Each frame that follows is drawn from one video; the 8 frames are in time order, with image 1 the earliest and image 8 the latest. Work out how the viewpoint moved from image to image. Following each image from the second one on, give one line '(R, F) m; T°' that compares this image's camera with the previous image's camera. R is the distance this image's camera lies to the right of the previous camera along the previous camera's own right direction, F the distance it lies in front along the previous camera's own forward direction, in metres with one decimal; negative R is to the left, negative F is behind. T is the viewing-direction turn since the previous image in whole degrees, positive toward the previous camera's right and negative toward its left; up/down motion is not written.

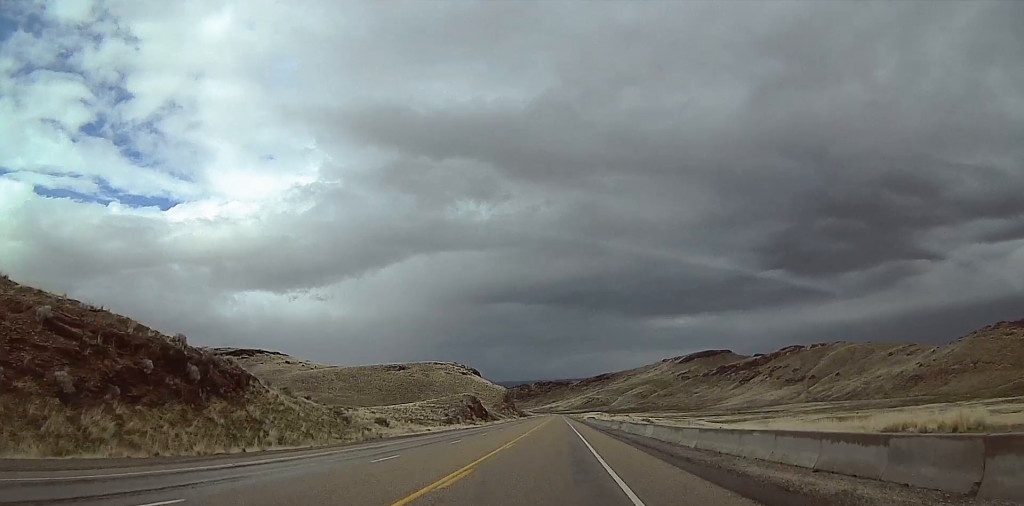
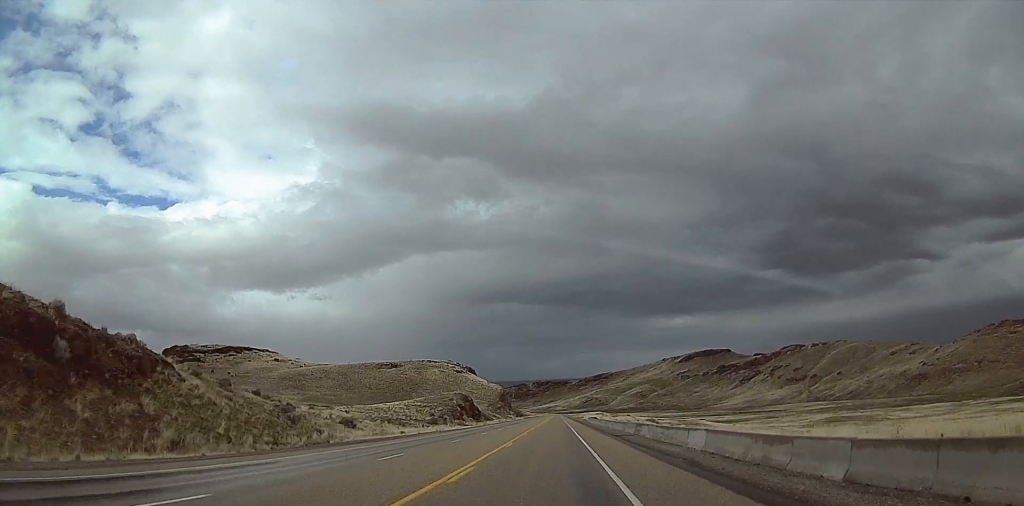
(0.0, +14.3) m; 0°
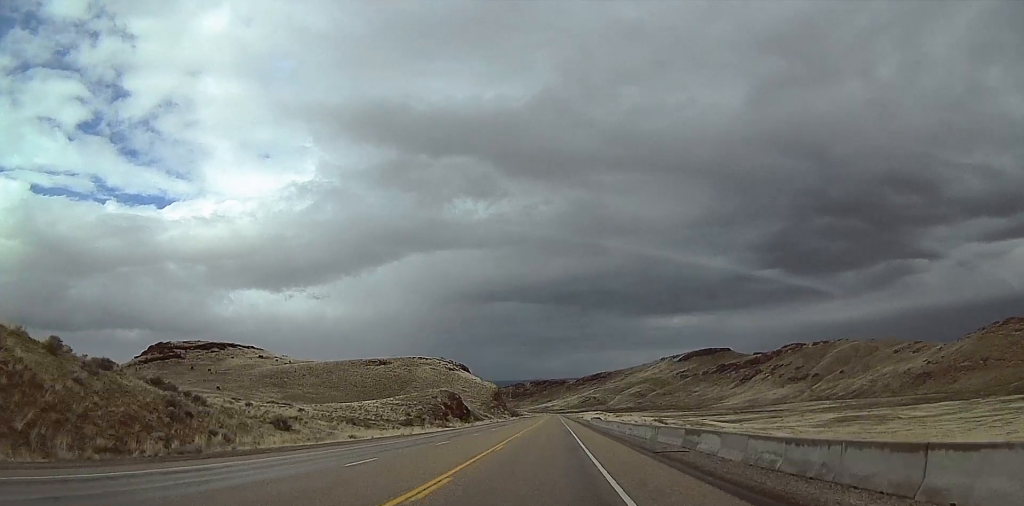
(0.0, +18.7) m; 0°
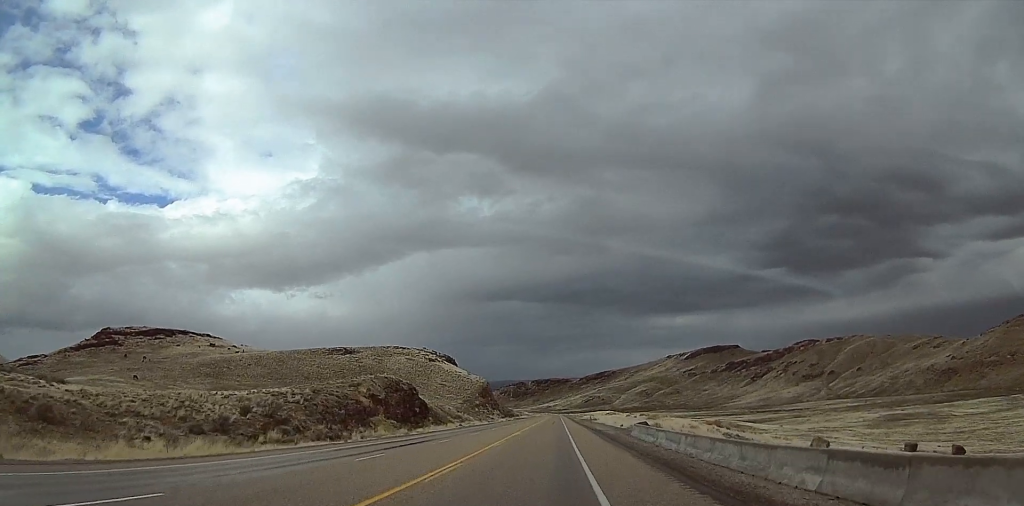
(-2.2, +58.4) m; -2°
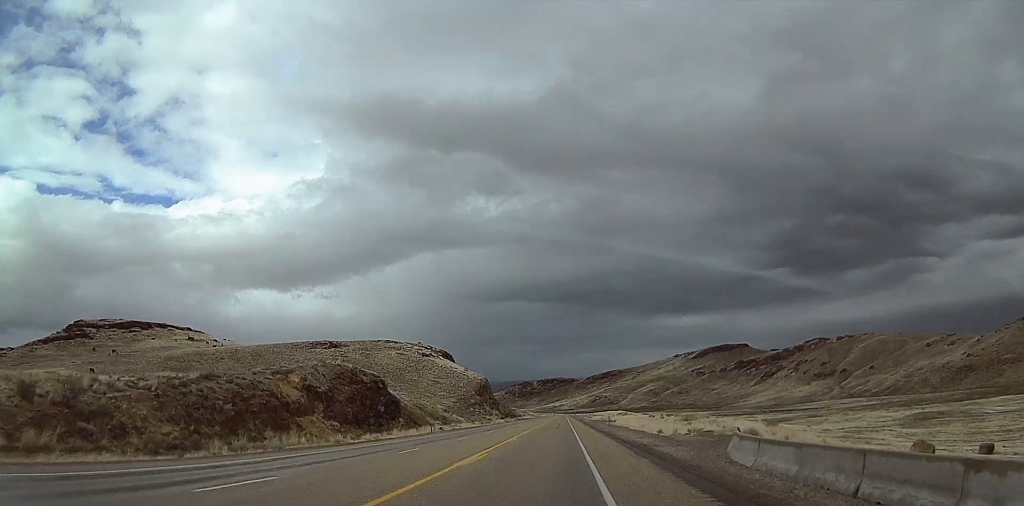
(+0.9, +25.6) m; +2°
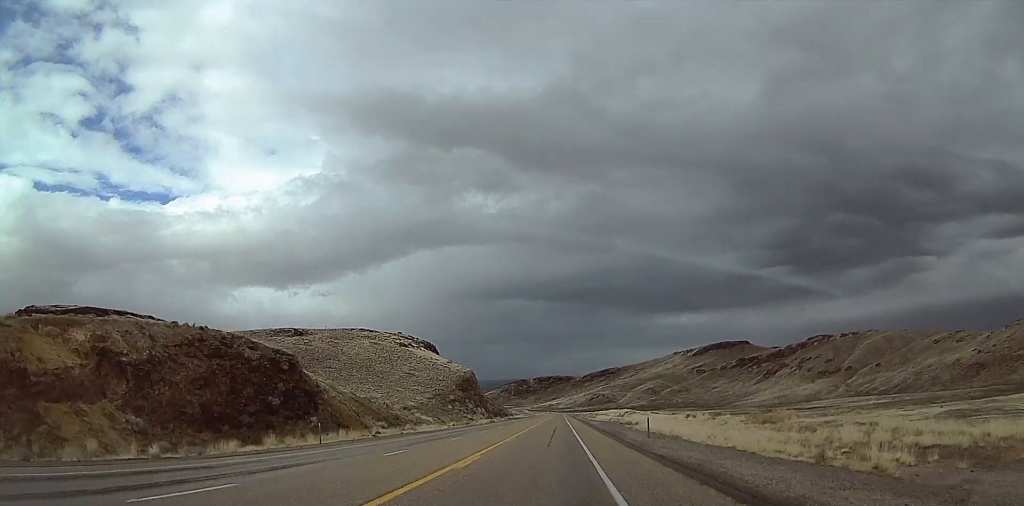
(0.0, +32.3) m; 0°
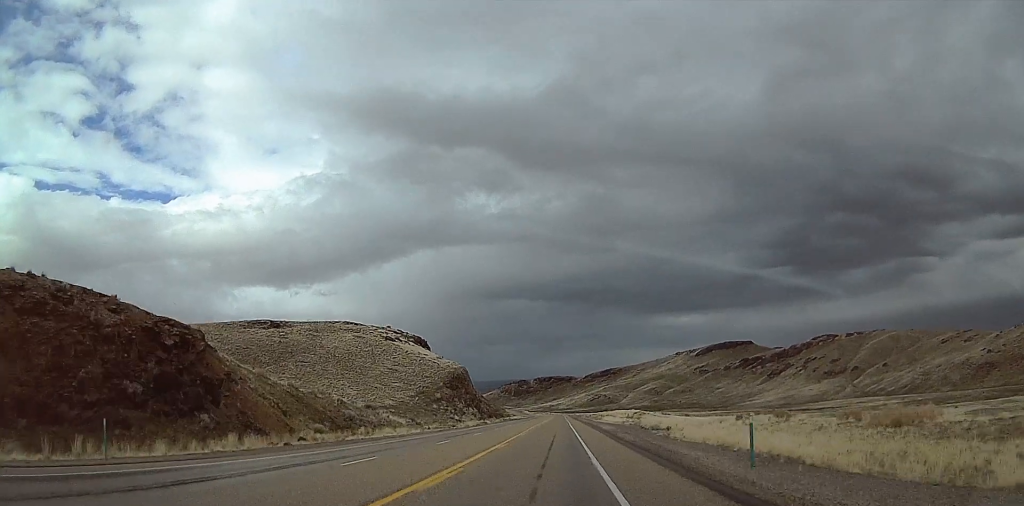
(0.0, +20.0) m; -1°
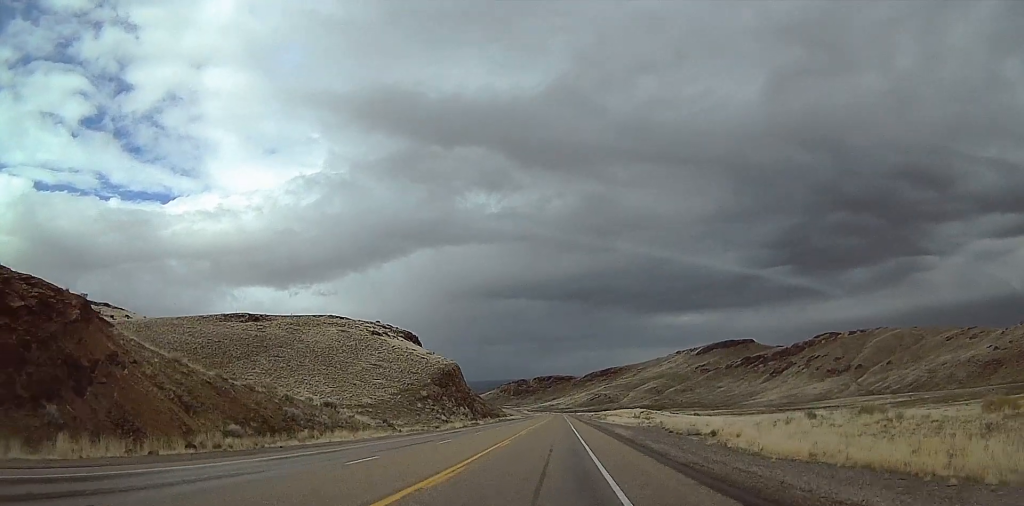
(+0.2, +15.0) m; -2°
